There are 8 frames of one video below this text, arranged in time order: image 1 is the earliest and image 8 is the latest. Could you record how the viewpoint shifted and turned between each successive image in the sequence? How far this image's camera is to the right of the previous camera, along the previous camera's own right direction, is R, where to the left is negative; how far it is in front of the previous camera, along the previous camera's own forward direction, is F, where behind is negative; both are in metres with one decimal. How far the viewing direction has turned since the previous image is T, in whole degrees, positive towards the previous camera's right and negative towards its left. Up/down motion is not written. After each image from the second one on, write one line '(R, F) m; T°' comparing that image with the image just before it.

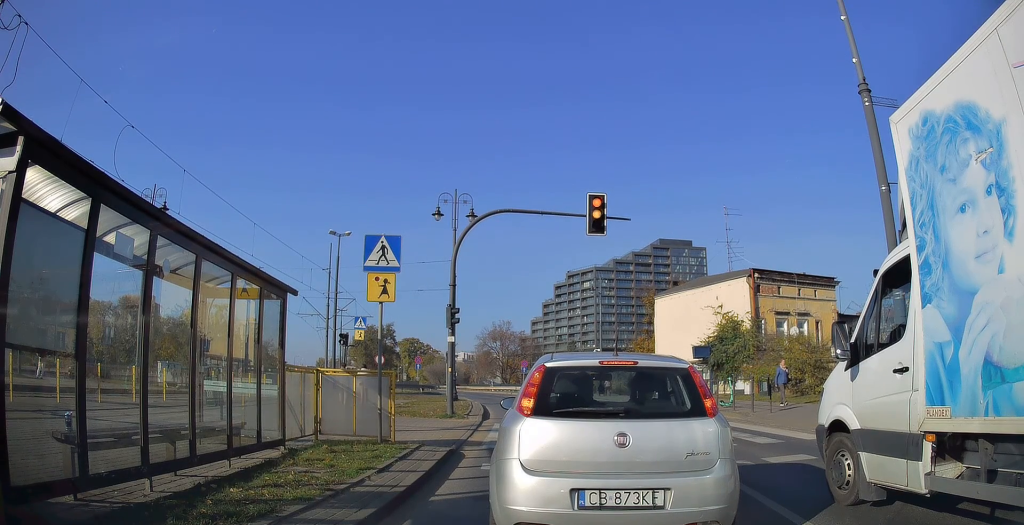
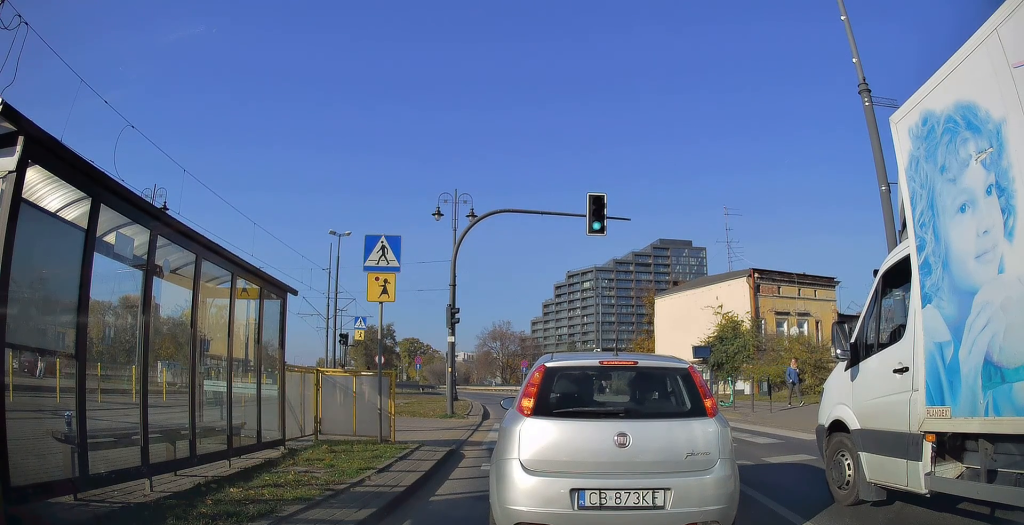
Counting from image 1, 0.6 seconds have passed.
(0.0, 0.0) m; 0°
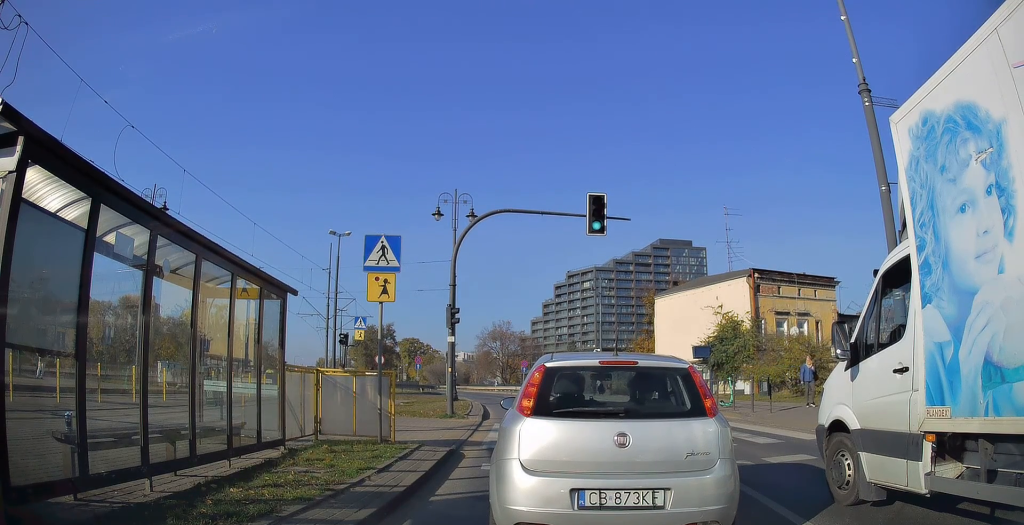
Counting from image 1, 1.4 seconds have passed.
(0.0, 0.0) m; 0°
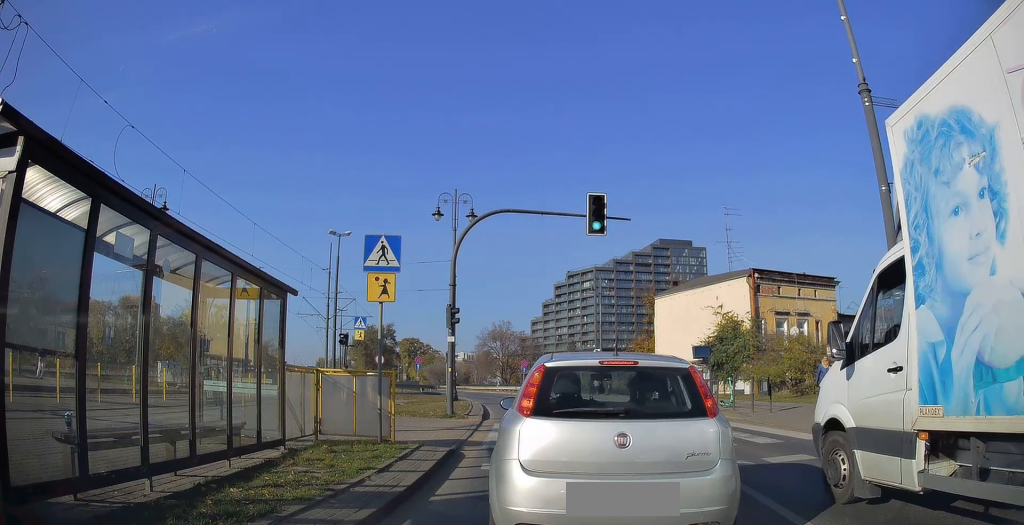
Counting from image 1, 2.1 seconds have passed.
(0.0, 0.0) m; 0°
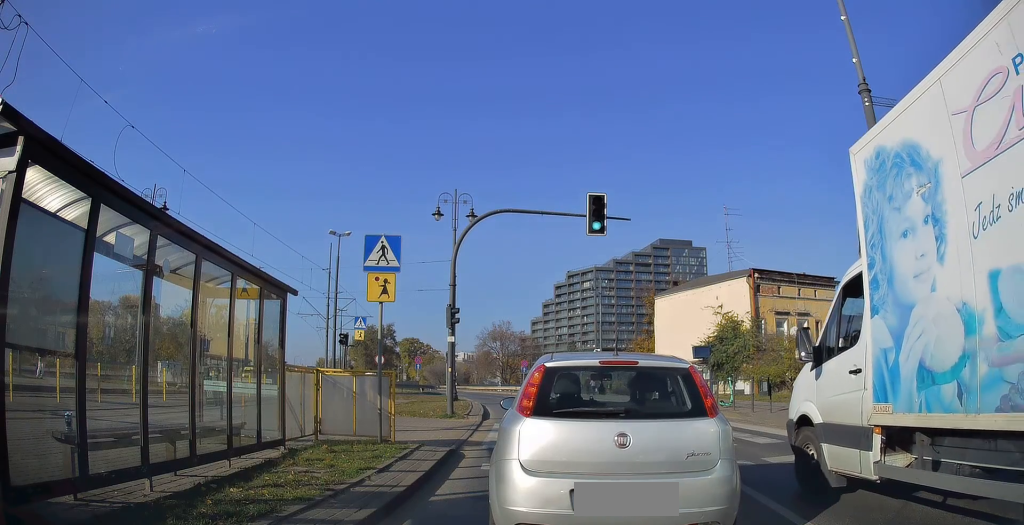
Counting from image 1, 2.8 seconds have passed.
(0.0, 0.0) m; 0°
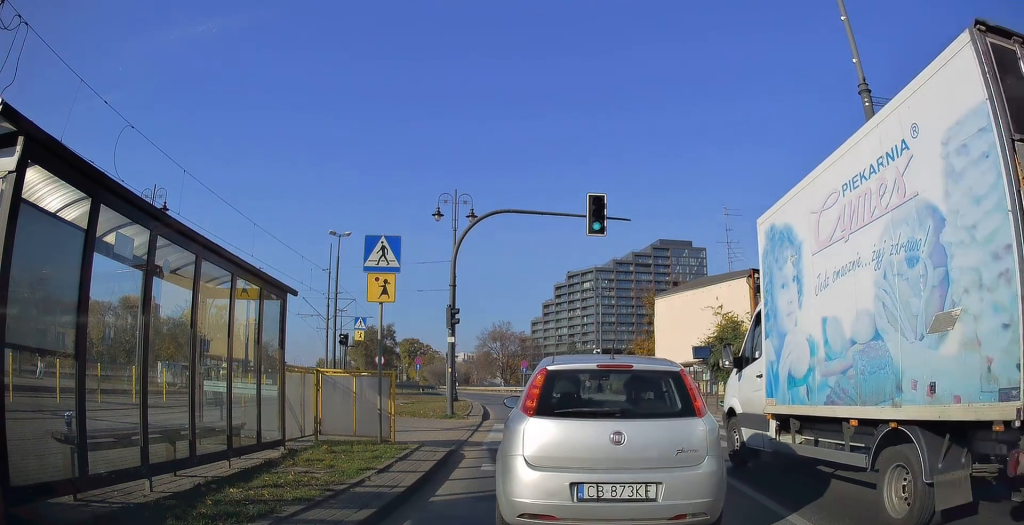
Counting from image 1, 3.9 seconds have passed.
(0.0, 0.0) m; 0°
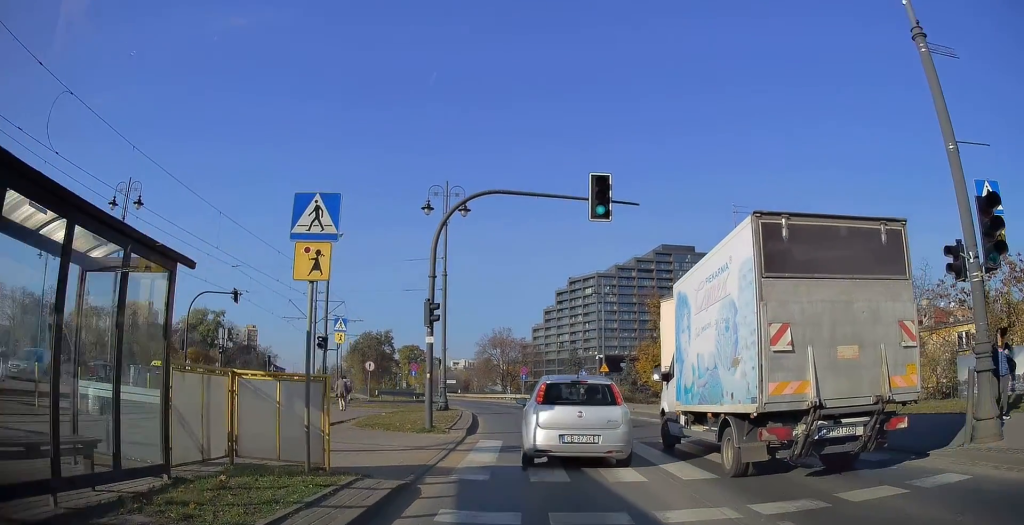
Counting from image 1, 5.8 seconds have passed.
(+0.2, +0.9) m; +1°
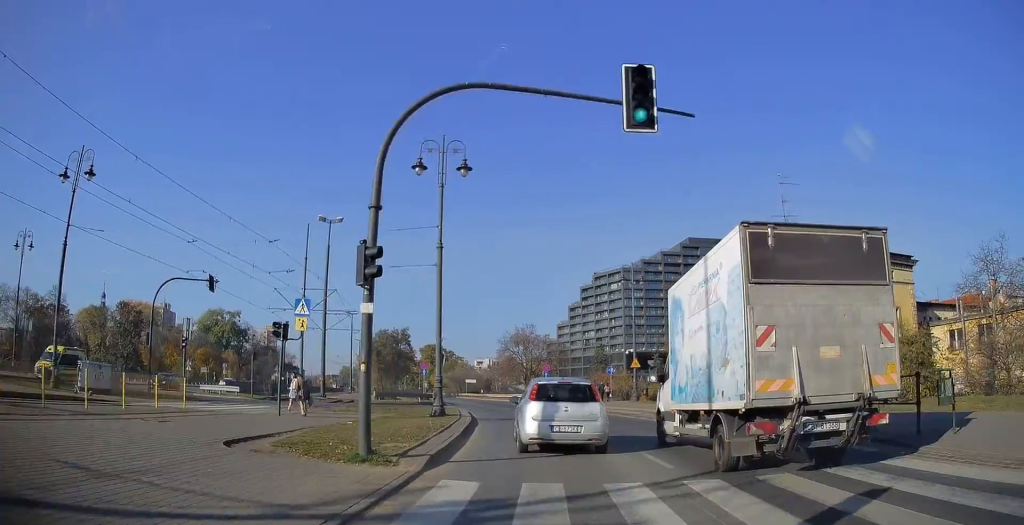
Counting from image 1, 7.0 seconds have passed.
(0.0, +4.1) m; -1°
